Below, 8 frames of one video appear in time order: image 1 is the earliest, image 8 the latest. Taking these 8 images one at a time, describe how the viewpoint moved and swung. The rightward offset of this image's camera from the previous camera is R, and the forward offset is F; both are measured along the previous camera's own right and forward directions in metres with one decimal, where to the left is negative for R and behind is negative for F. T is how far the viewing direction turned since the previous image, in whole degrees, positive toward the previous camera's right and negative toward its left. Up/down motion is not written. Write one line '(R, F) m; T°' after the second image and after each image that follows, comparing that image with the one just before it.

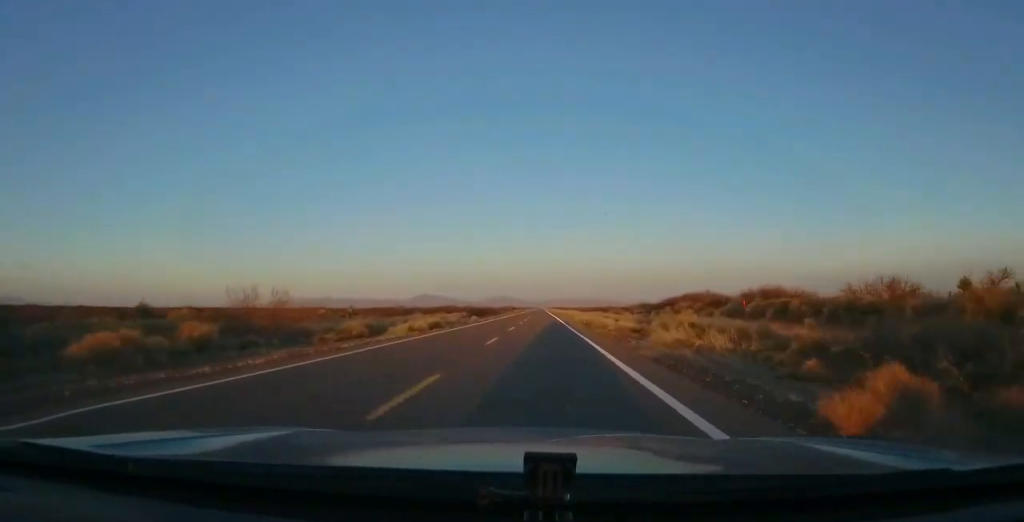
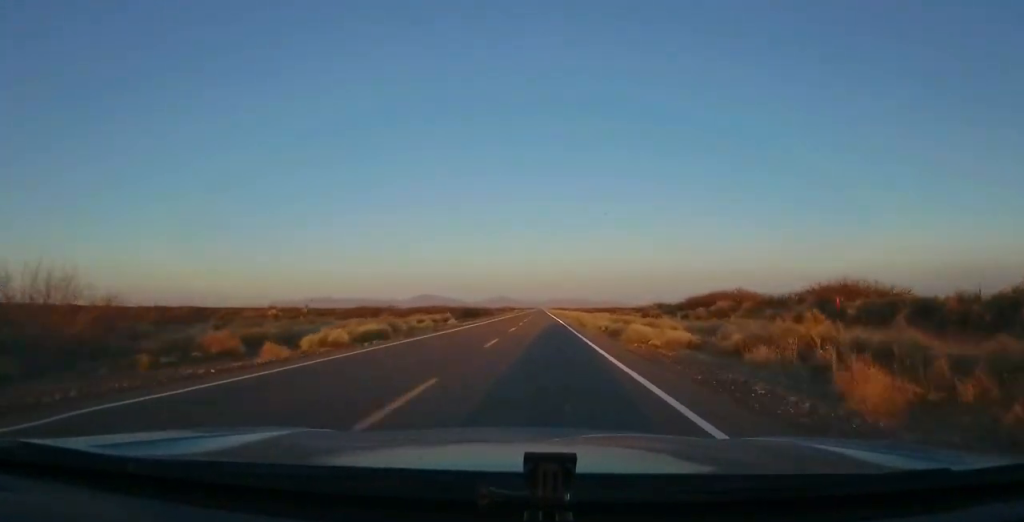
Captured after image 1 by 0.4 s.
(-0.2, +12.7) m; 0°
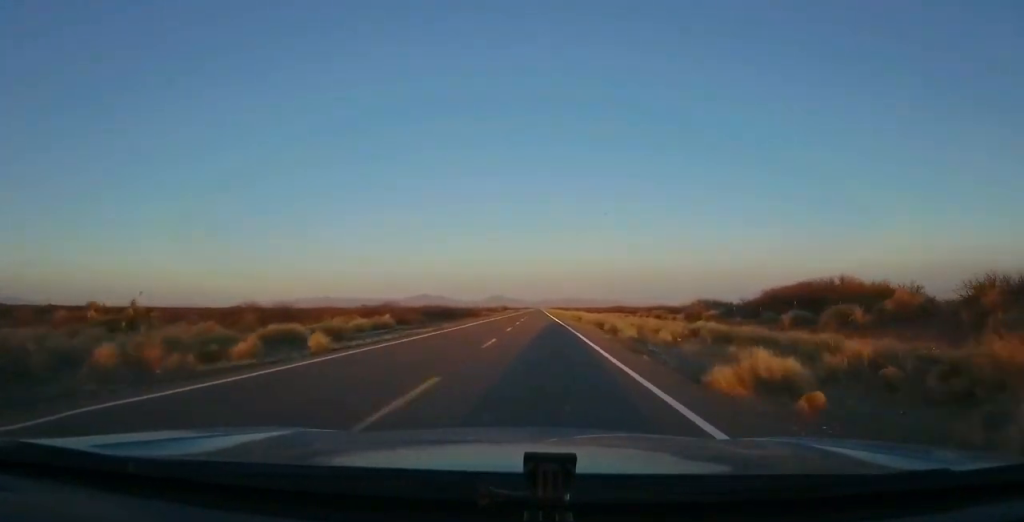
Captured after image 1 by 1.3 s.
(+0.4, +24.4) m; +1°
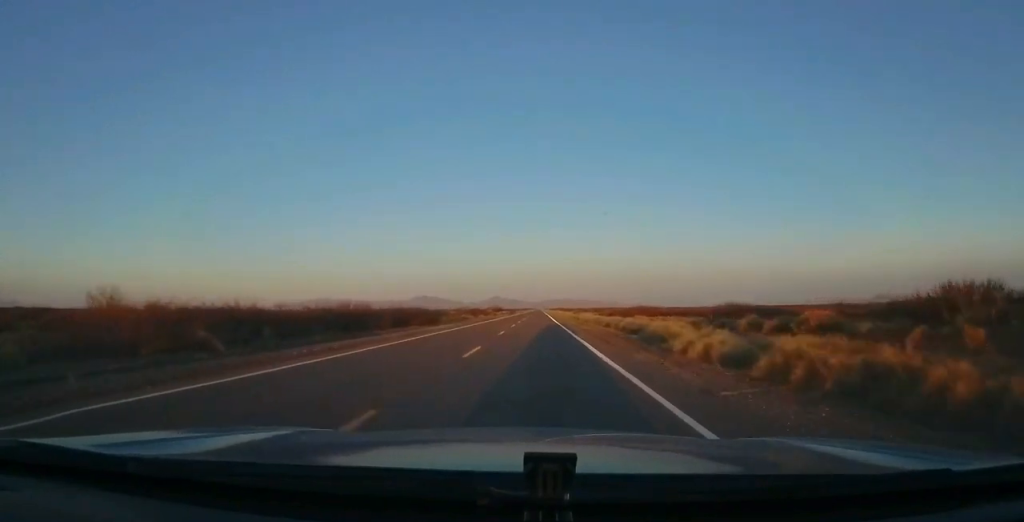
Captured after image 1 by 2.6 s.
(+0.1, +39.0) m; 0°
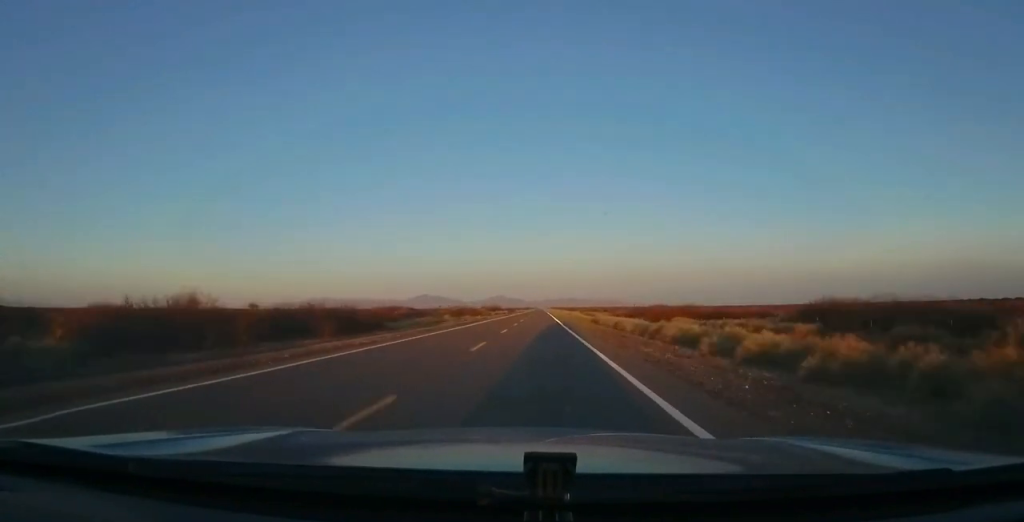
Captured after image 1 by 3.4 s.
(0.0, +22.4) m; 0°
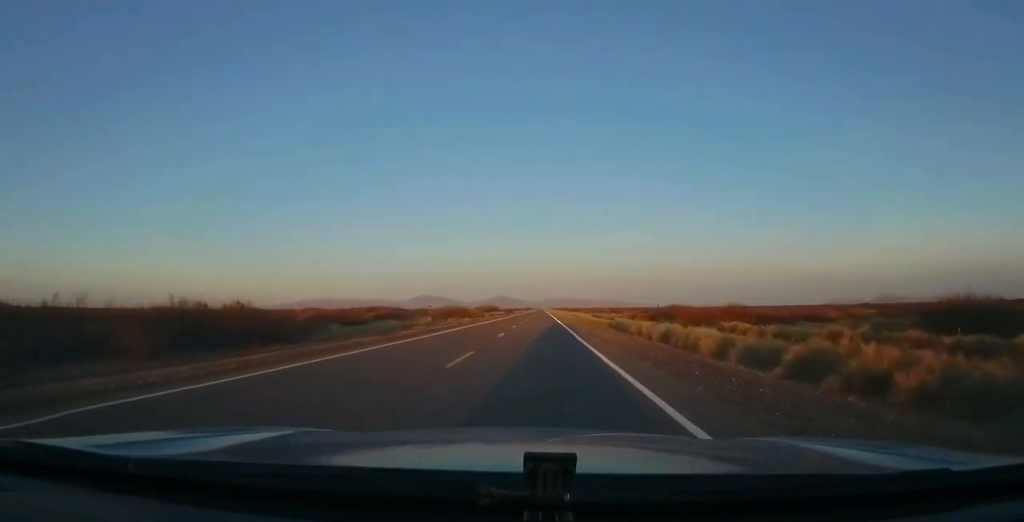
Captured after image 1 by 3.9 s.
(0.0, +15.6) m; 0°
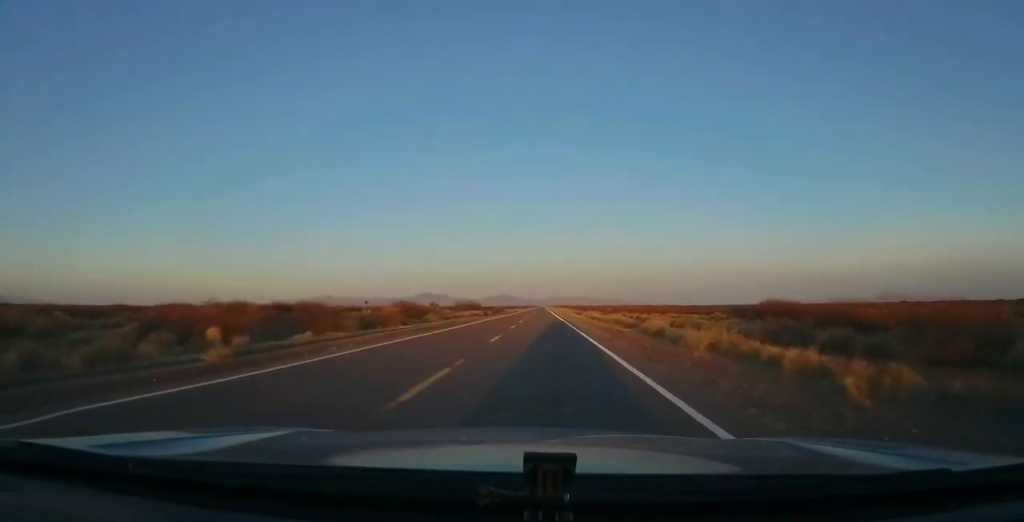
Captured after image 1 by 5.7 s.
(-0.7, +52.7) m; -1°
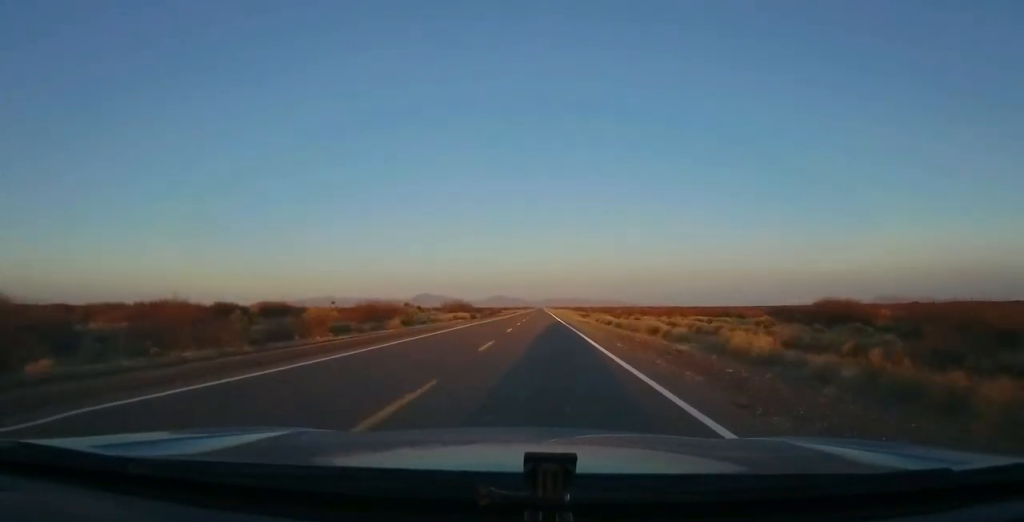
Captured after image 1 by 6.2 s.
(+0.2, +14.6) m; 0°
